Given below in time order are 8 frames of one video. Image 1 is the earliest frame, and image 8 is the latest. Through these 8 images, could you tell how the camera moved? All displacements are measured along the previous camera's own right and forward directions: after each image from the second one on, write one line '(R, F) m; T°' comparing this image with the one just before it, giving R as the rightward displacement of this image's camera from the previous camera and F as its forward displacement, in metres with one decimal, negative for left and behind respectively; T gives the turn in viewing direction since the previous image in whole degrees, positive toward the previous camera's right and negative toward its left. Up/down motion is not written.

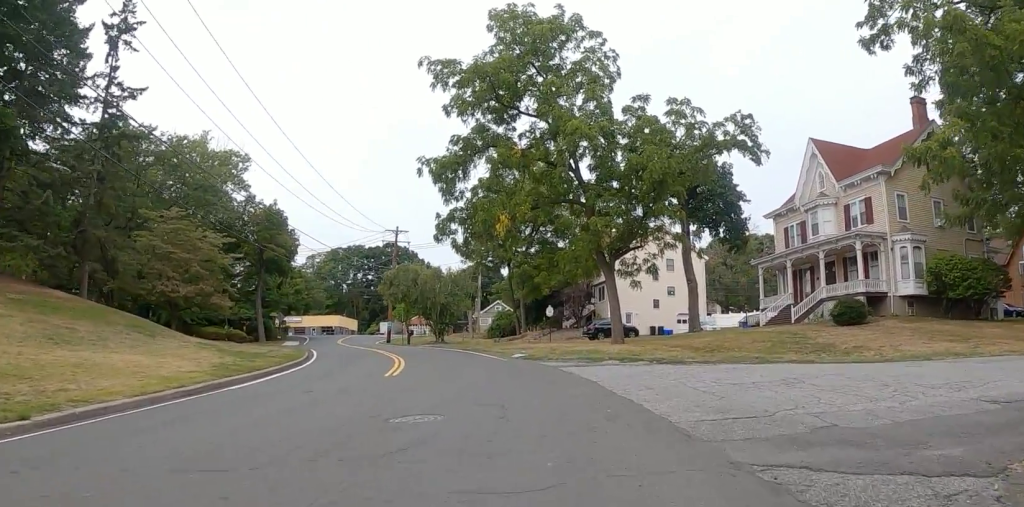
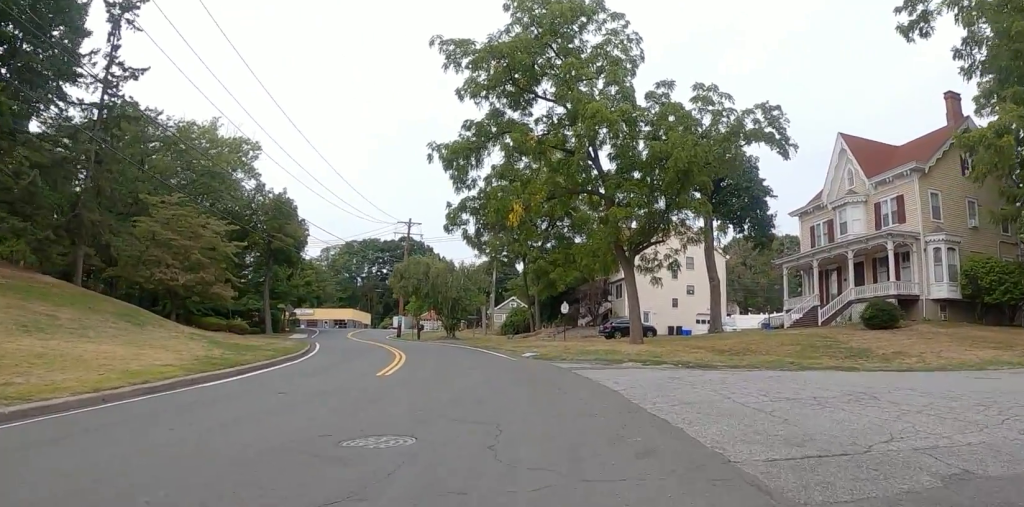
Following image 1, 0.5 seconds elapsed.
(-0.1, +1.7) m; -7°
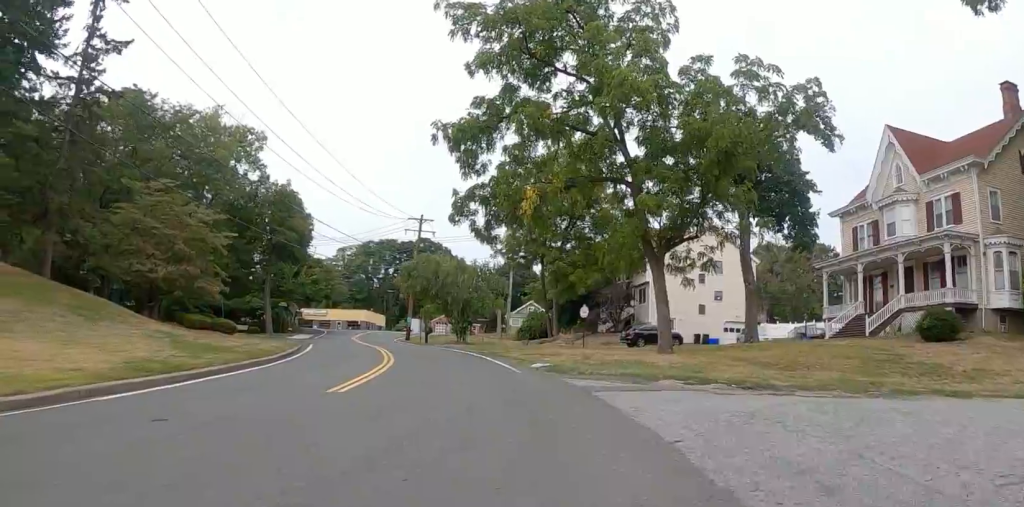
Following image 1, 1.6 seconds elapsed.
(-0.2, +3.6) m; -4°
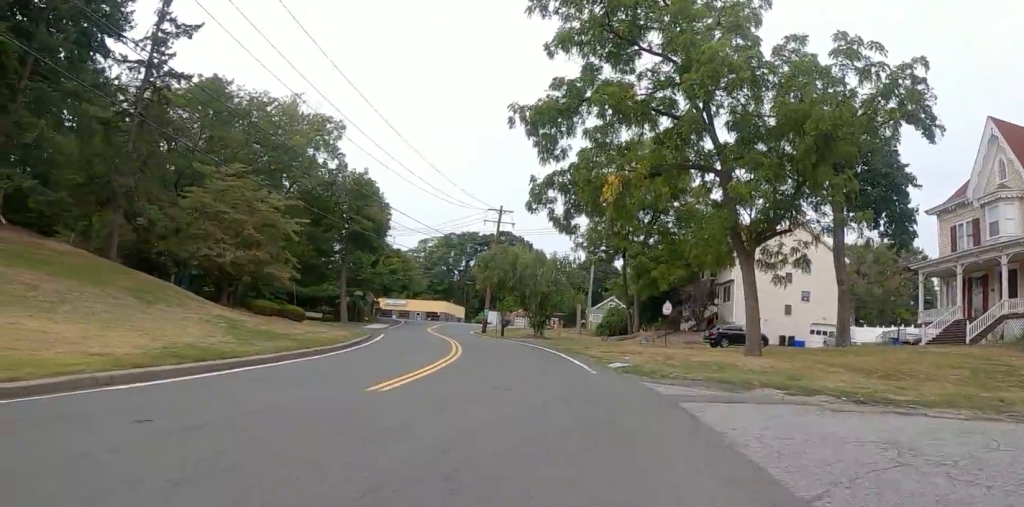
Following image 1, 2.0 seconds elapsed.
(0.0, +1.5) m; 0°
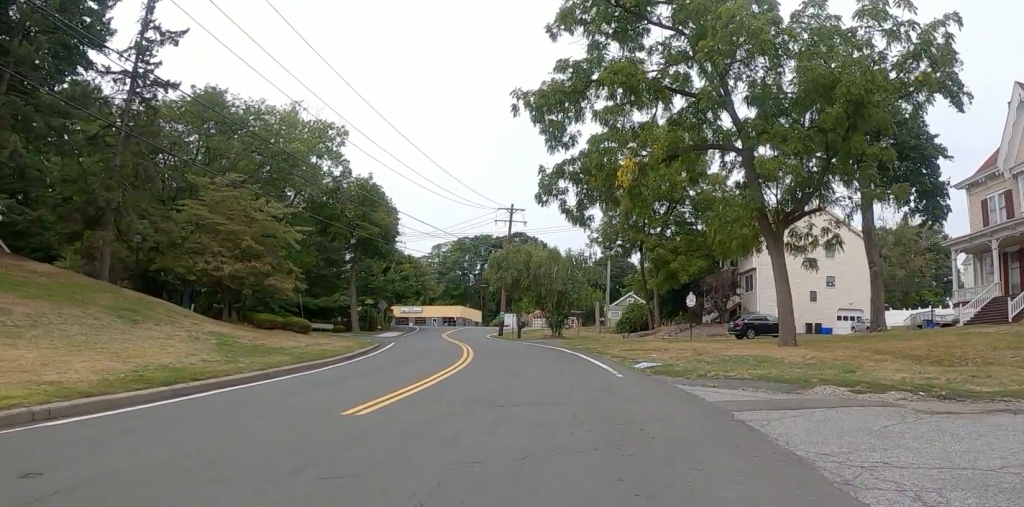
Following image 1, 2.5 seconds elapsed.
(0.0, +1.5) m; 0°
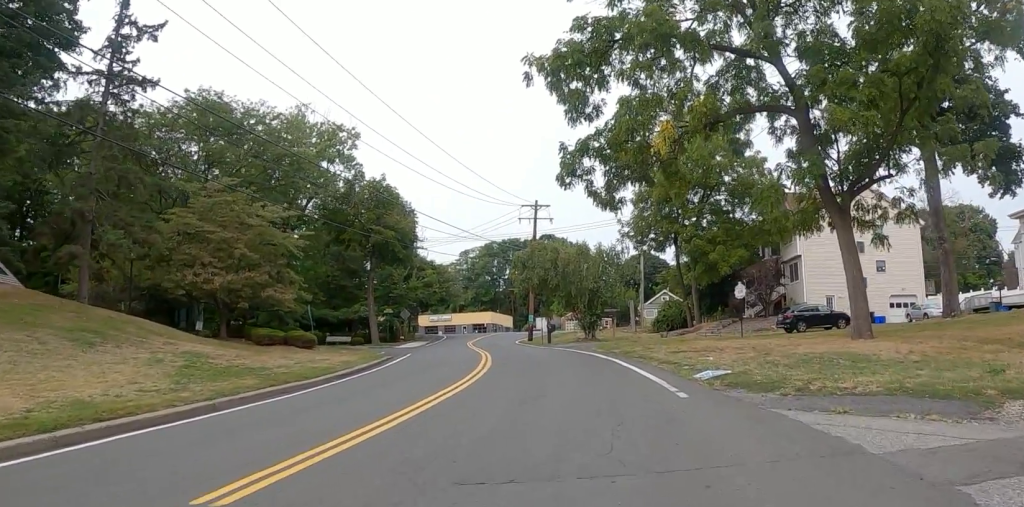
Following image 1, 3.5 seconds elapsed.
(0.0, +3.3) m; 0°
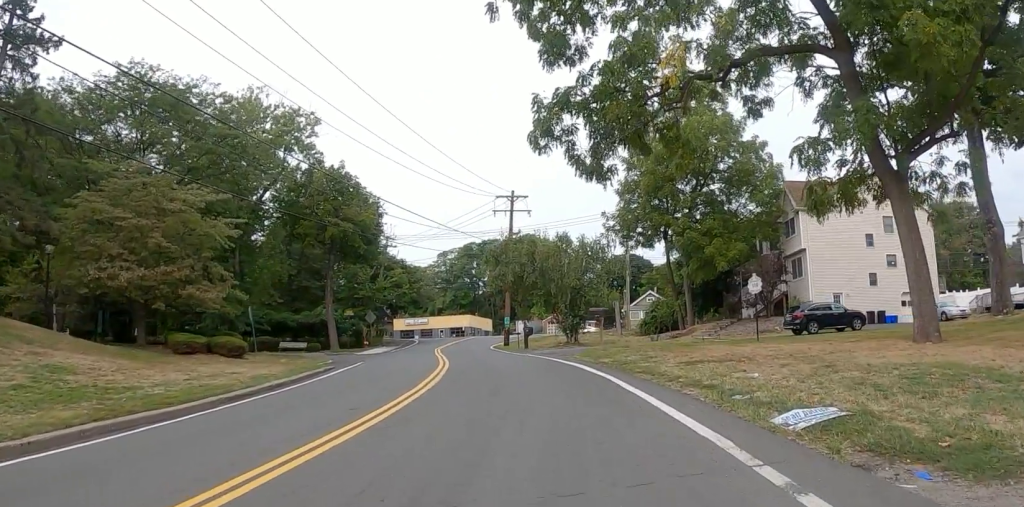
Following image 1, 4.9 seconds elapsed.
(0.0, +4.7) m; 0°
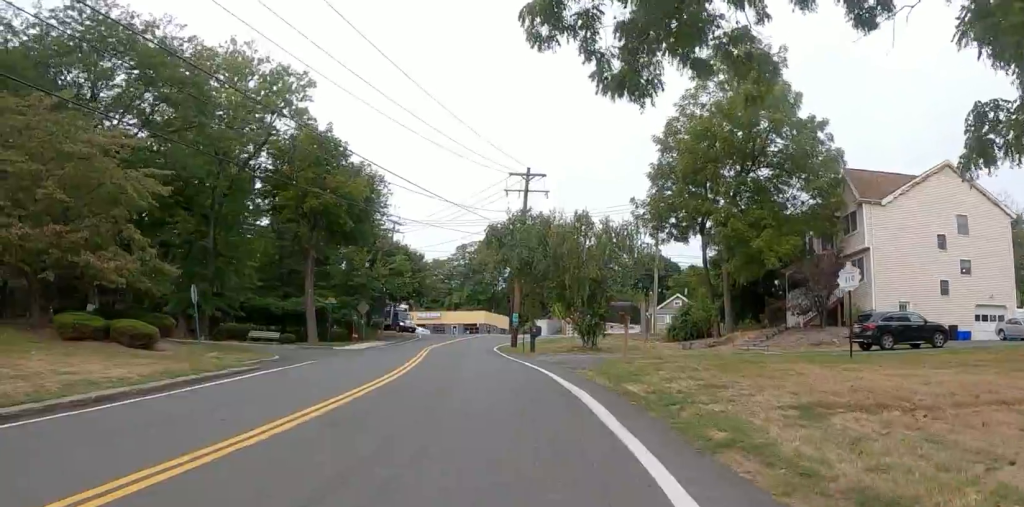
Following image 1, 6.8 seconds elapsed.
(0.0, +6.2) m; 0°
